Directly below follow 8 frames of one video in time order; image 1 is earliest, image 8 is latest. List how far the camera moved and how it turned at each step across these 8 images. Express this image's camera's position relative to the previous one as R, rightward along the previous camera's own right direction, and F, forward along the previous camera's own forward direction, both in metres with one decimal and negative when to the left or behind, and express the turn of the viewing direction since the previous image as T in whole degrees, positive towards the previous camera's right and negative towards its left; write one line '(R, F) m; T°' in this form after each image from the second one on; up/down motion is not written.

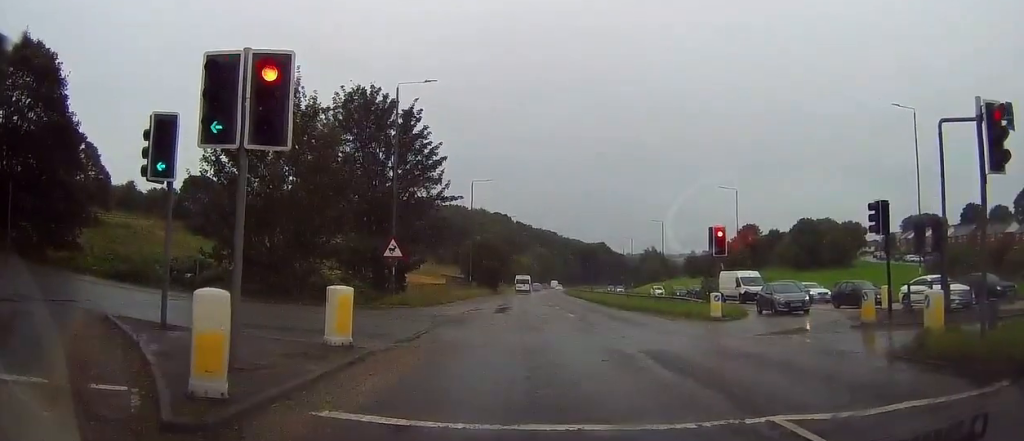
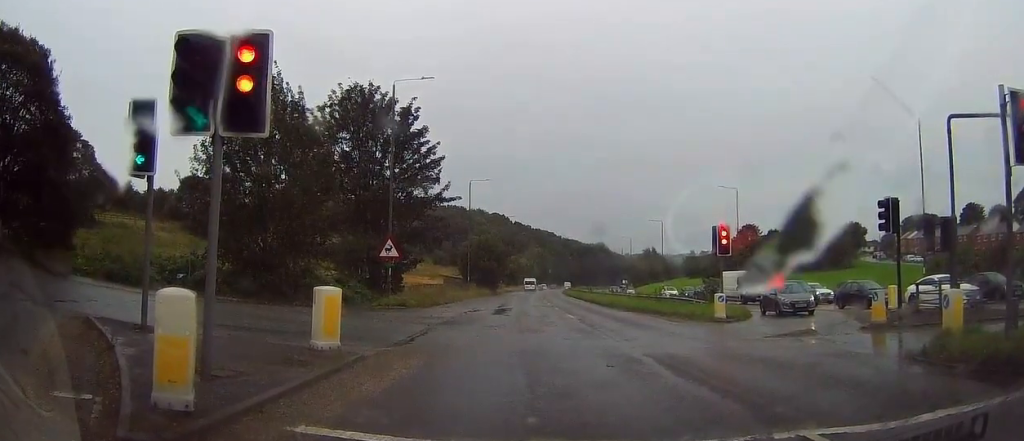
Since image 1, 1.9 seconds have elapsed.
(+0.3, +1.3) m; 0°
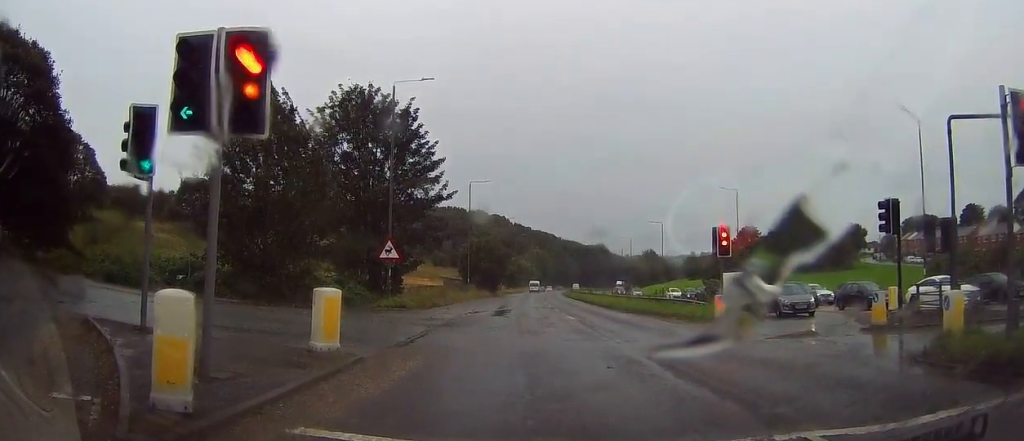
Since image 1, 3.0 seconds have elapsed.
(0.0, +0.1) m; 0°
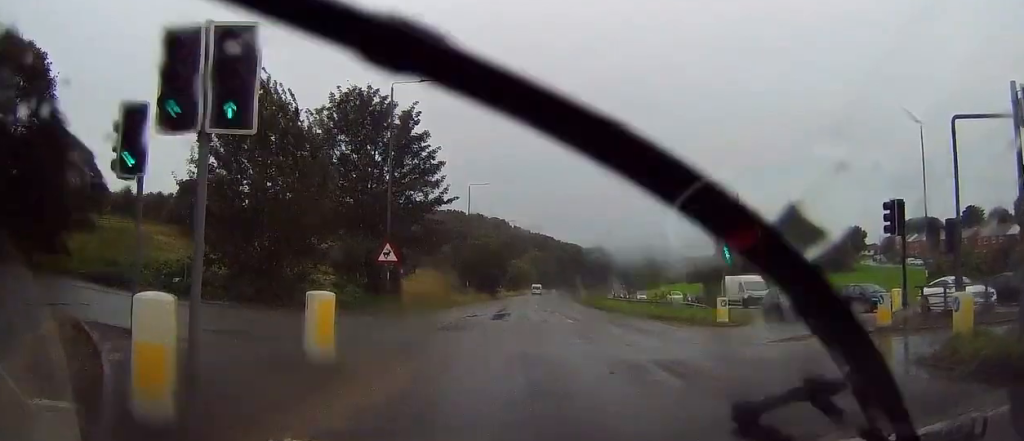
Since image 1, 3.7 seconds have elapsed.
(0.0, +0.2) m; 0°
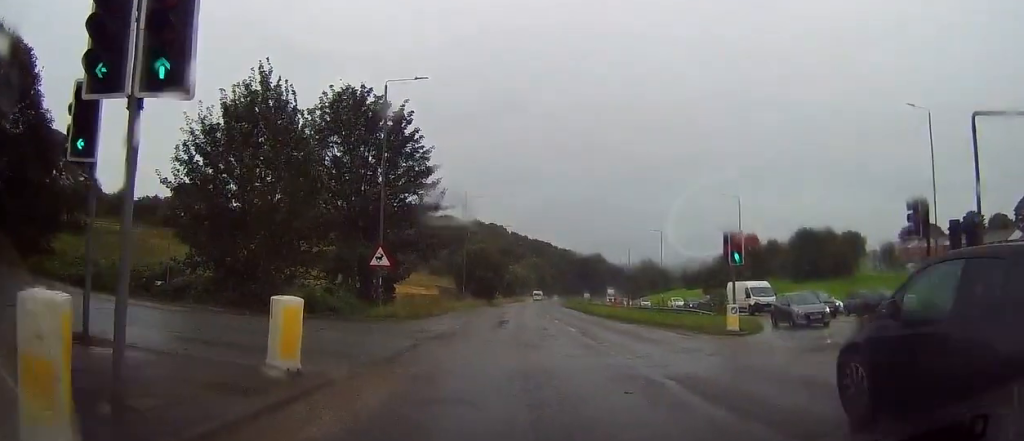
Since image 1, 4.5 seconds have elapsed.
(-0.4, +0.9) m; +1°
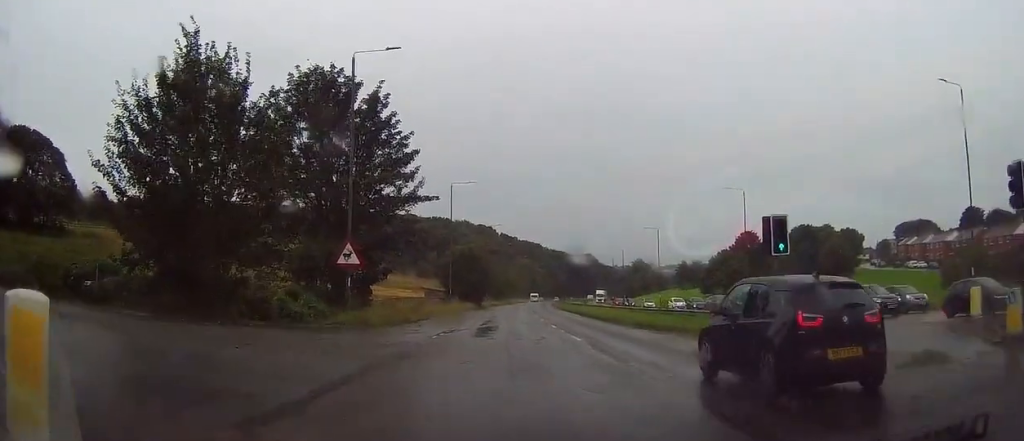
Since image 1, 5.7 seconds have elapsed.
(+0.3, +3.6) m; 0°
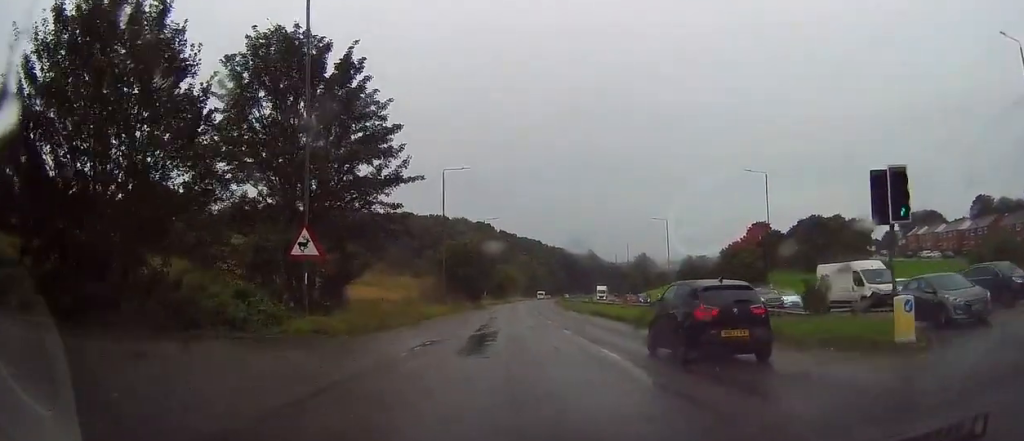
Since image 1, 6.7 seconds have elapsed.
(-0.4, +5.6) m; -4°
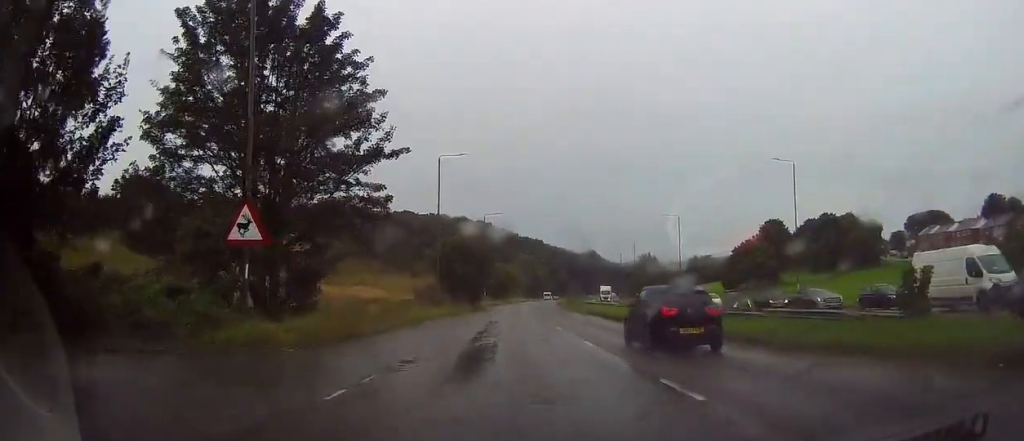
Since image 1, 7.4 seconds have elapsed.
(-0.1, +5.2) m; 0°
